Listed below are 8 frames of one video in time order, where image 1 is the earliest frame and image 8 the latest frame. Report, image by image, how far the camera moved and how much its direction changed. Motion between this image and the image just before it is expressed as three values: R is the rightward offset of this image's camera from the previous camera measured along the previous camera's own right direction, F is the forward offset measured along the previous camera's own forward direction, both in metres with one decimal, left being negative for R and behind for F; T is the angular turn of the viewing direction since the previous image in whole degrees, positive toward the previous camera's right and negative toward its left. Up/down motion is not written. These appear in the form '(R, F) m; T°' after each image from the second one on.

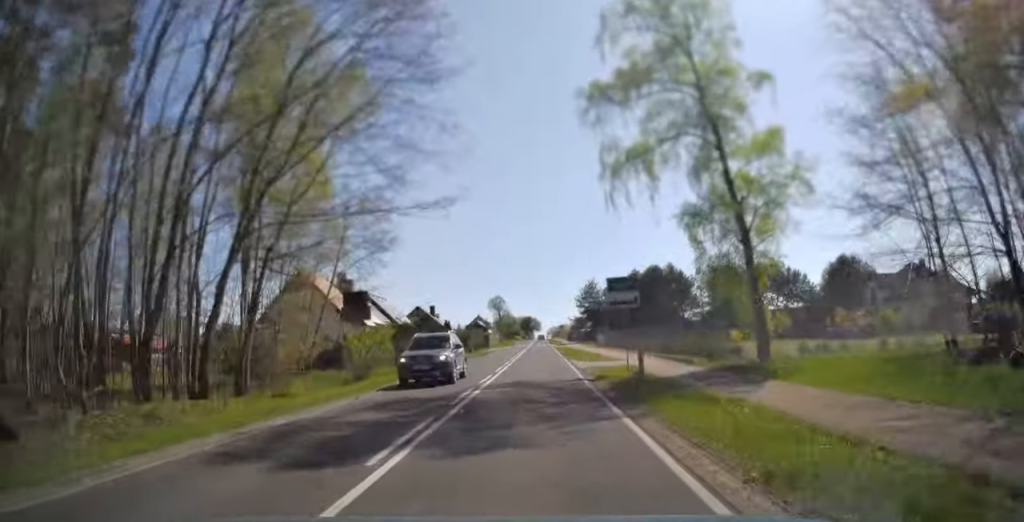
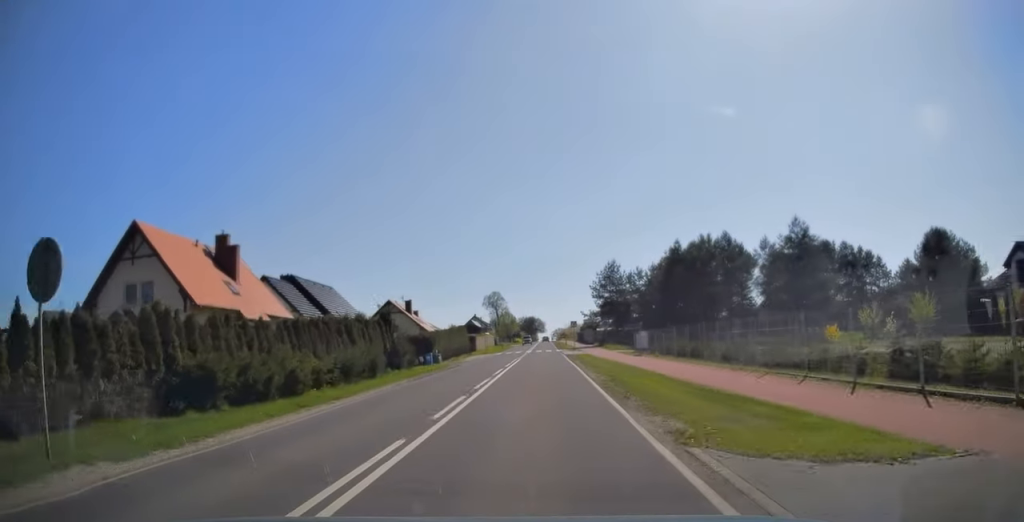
(-0.1, +25.7) m; -1°
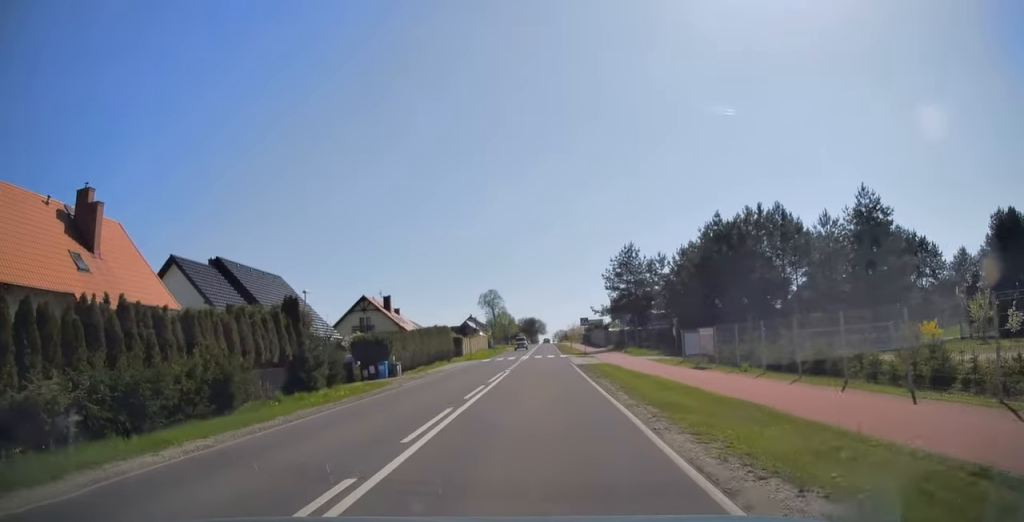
(-0.2, +14.4) m; 0°
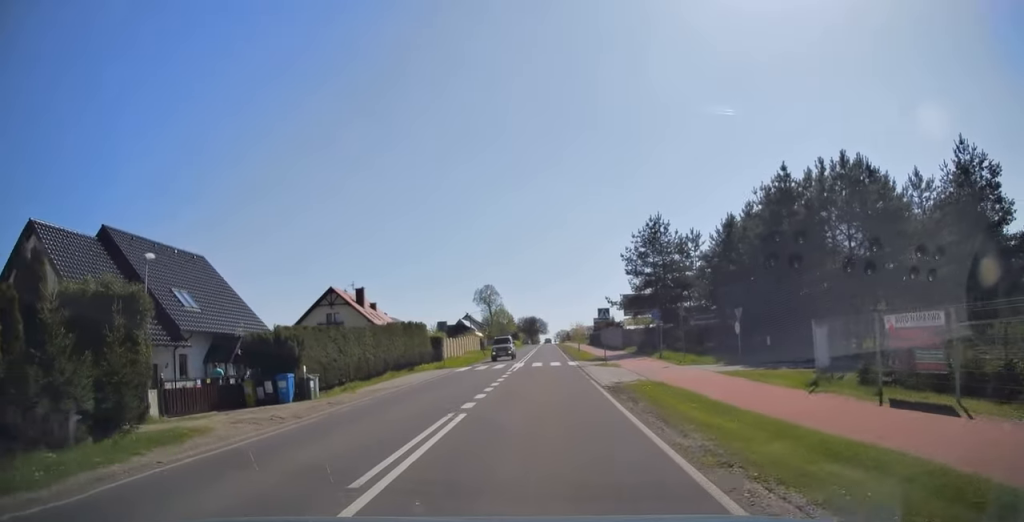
(+0.1, +13.9) m; 0°
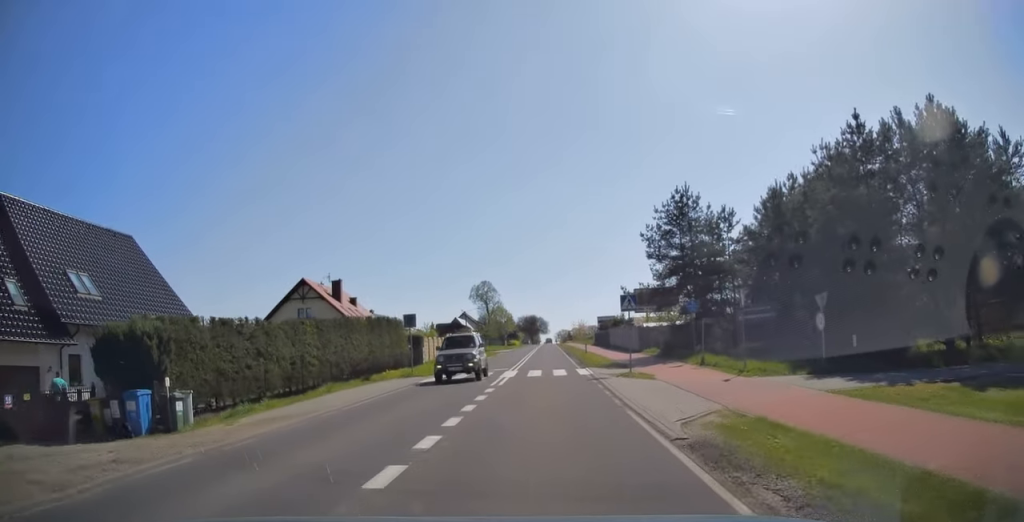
(0.0, +8.8) m; 0°
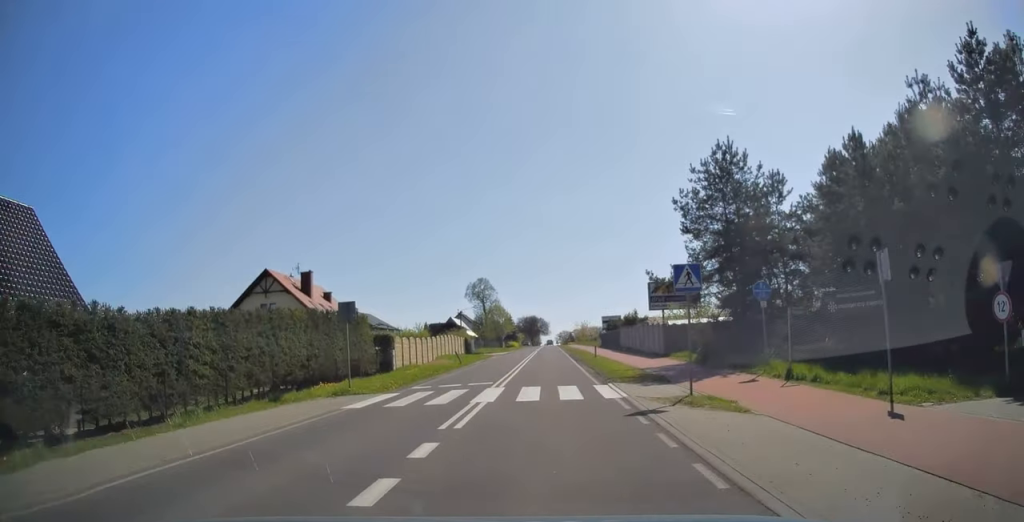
(0.0, +9.1) m; 0°
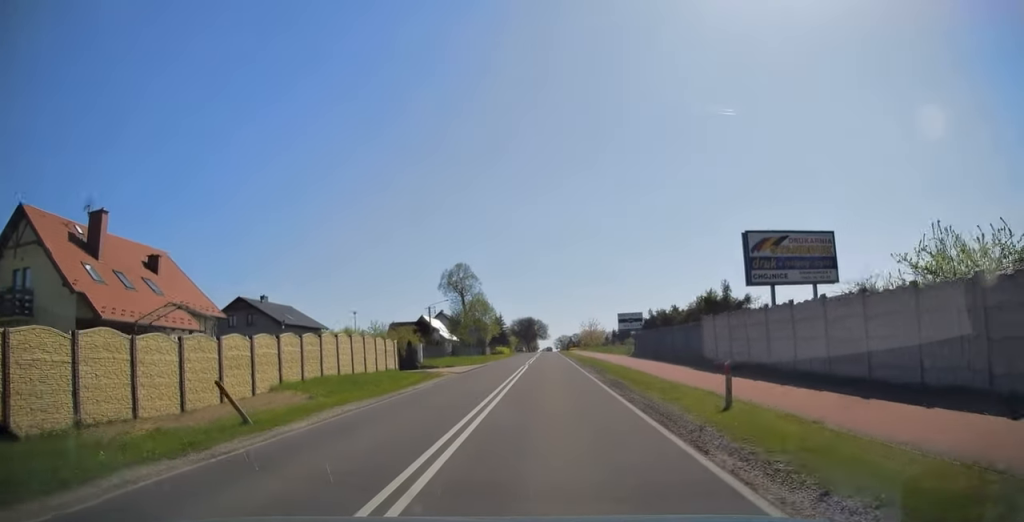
(-0.1, +30.3) m; 0°
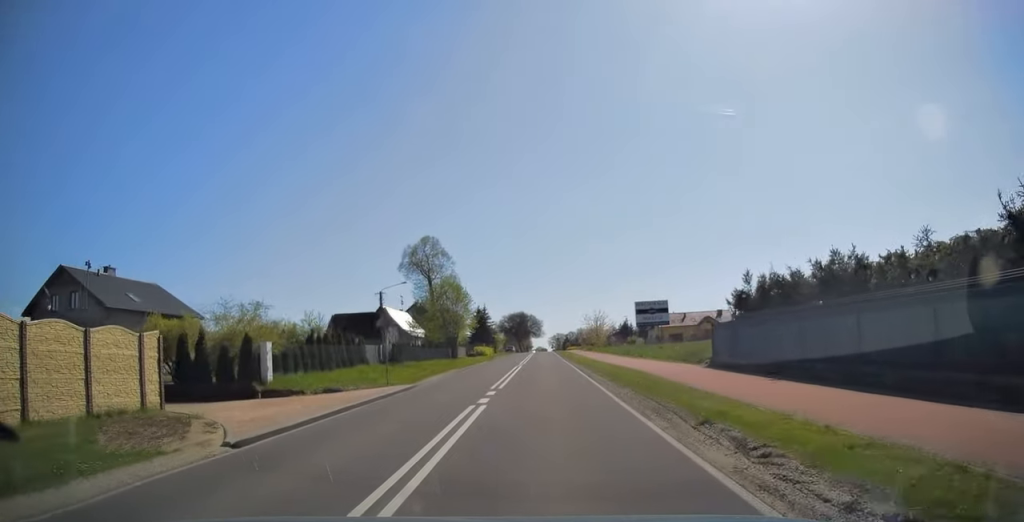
(+0.2, +24.1) m; +1°
